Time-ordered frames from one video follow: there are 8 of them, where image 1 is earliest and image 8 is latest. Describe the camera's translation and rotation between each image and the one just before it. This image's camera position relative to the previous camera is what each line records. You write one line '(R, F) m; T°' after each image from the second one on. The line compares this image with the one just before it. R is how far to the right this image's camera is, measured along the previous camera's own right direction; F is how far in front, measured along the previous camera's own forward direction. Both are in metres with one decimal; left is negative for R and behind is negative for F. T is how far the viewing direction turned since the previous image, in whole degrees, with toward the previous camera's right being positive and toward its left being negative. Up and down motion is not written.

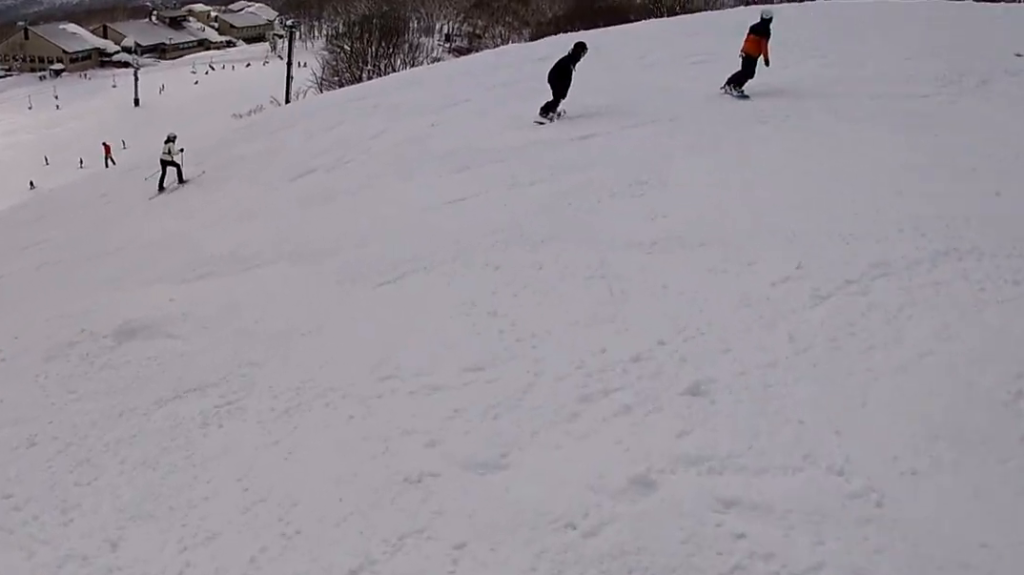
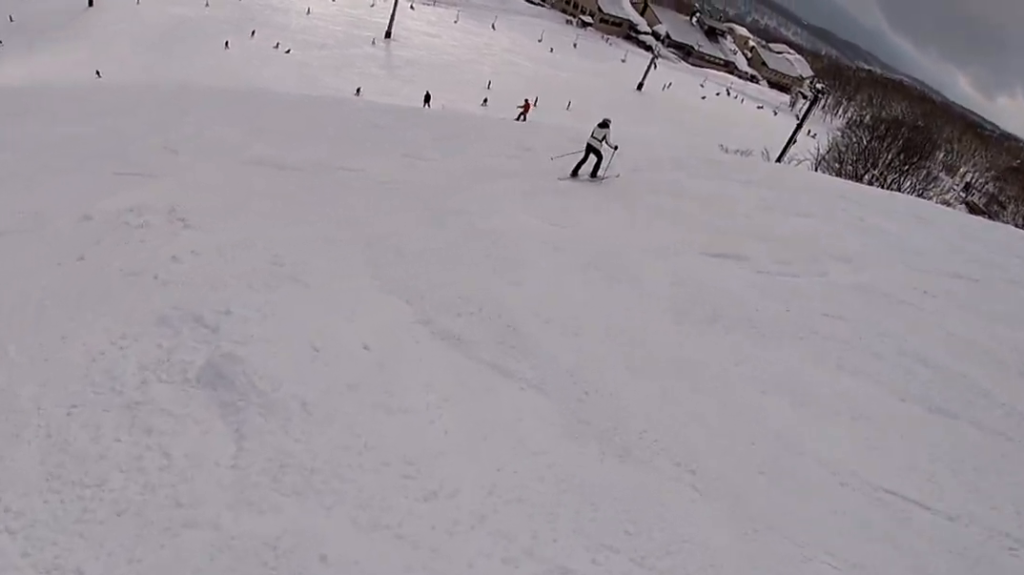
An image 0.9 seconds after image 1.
(-0.8, +3.4) m; -33°
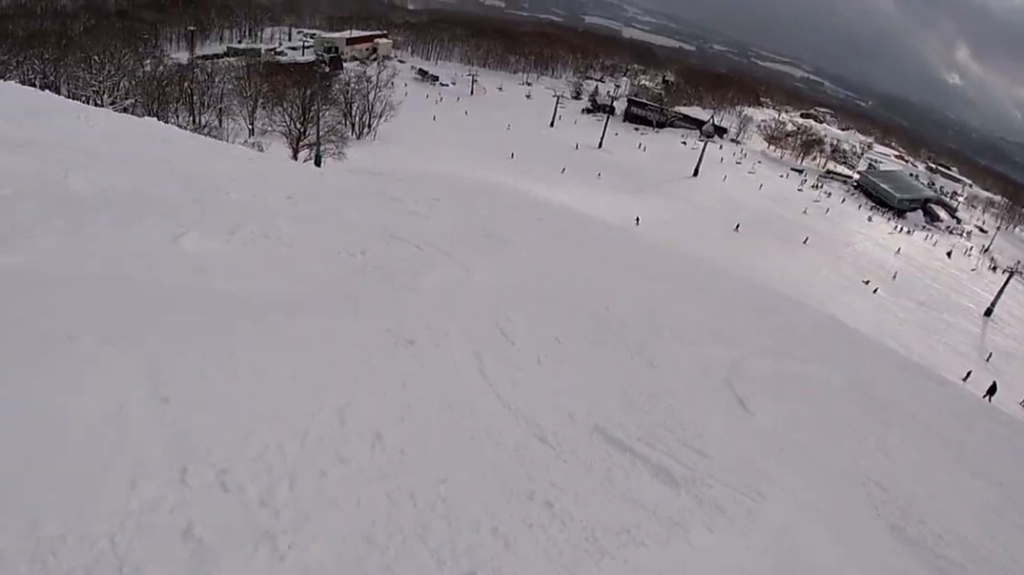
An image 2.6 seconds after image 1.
(-3.1, +7.5) m; +1°
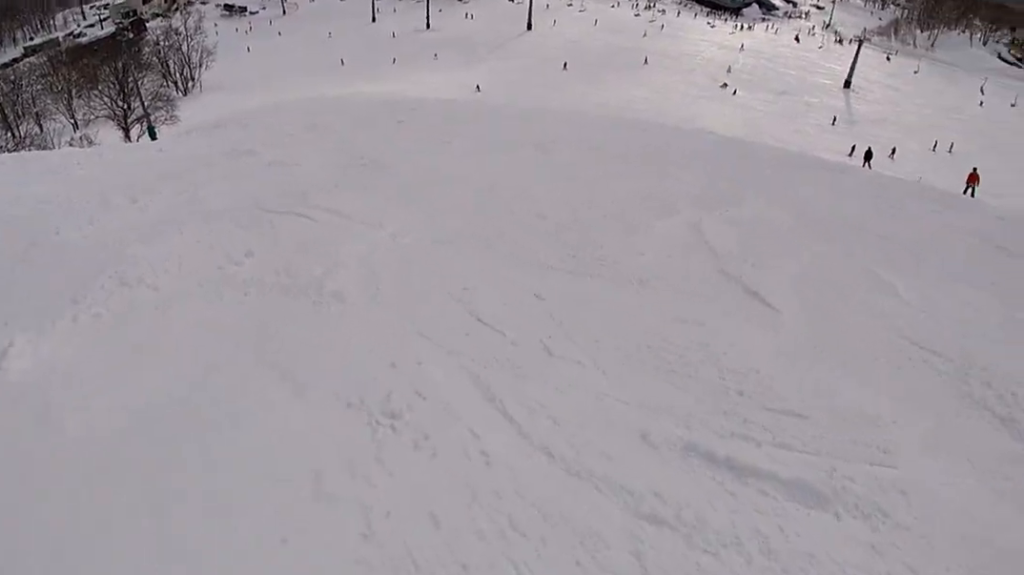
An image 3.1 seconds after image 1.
(+0.8, +1.9) m; +9°
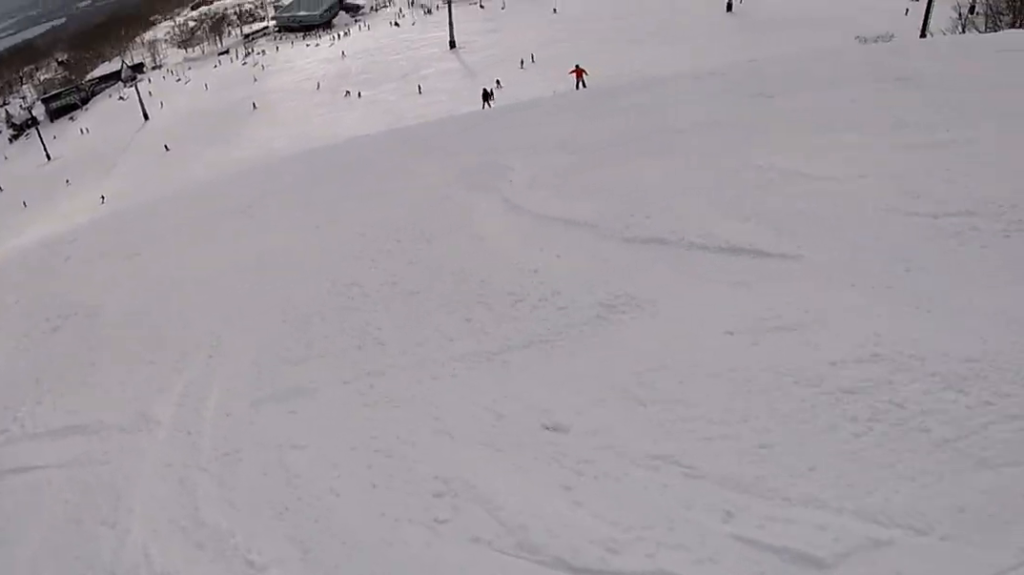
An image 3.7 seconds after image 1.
(+0.9, +3.0) m; +11°
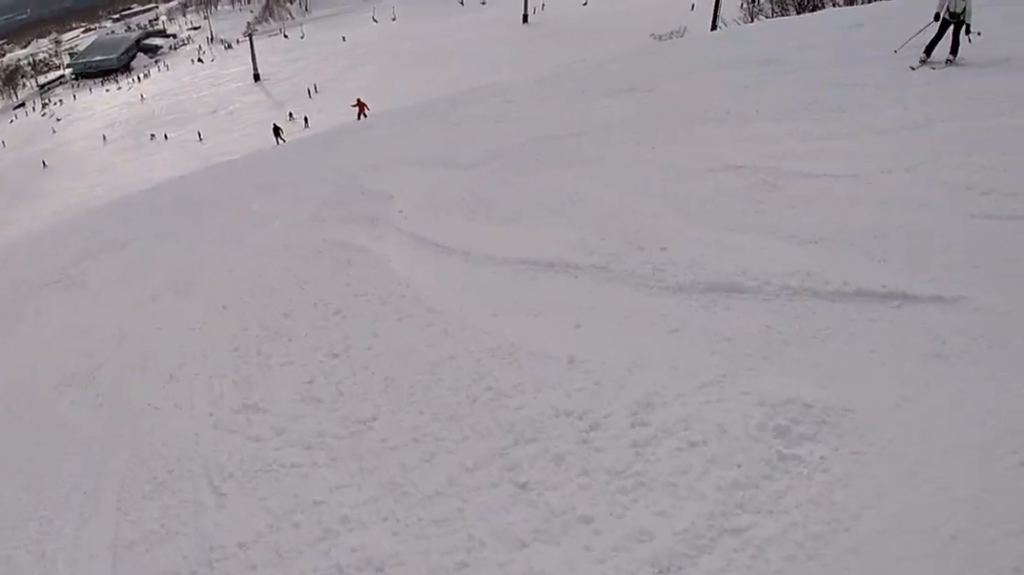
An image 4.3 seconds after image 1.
(-0.2, +2.3) m; -5°
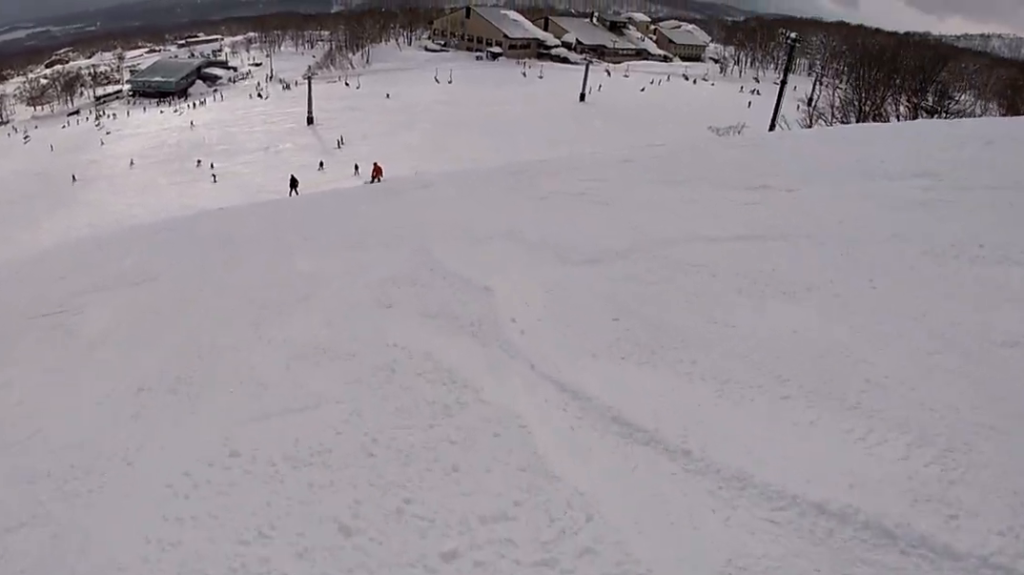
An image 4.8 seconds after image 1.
(-0.1, +2.4) m; -10°
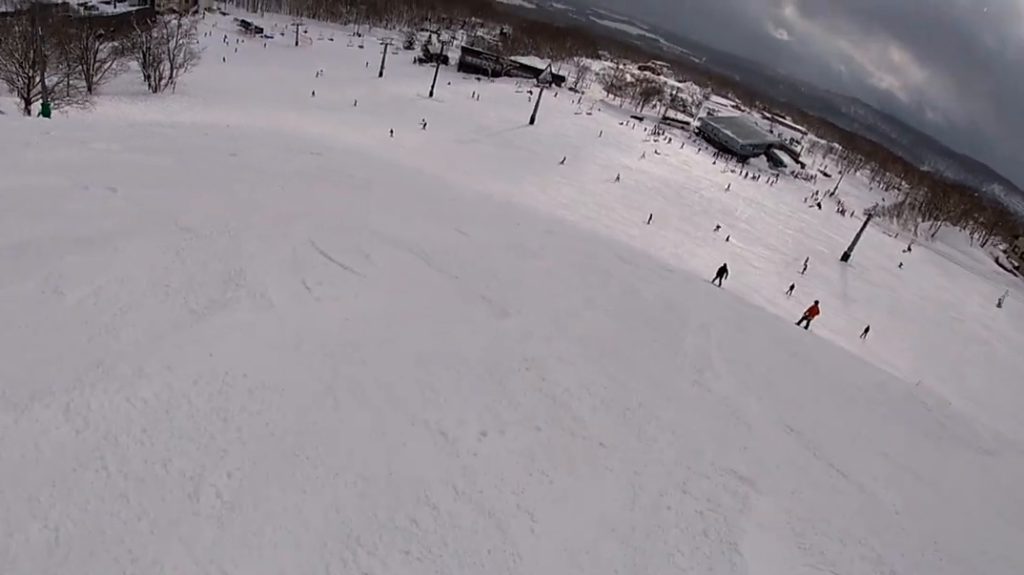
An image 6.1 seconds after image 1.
(-1.6, +4.6) m; -29°
